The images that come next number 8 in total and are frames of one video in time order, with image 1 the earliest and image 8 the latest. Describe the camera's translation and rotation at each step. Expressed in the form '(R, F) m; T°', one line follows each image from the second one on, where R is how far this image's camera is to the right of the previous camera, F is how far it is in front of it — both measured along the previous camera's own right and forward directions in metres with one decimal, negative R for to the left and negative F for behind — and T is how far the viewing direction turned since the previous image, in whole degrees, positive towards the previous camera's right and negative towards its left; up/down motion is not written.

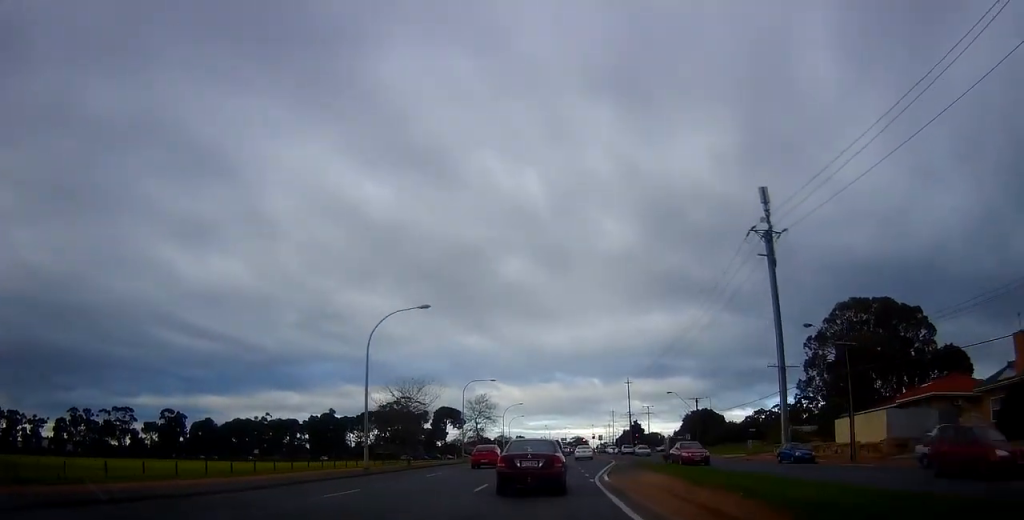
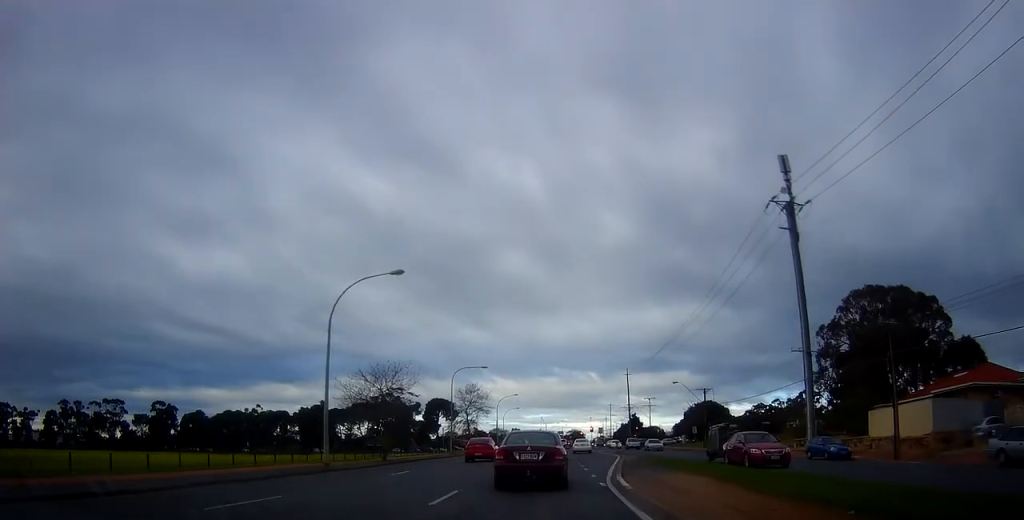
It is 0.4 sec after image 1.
(0.0, +5.9) m; +1°
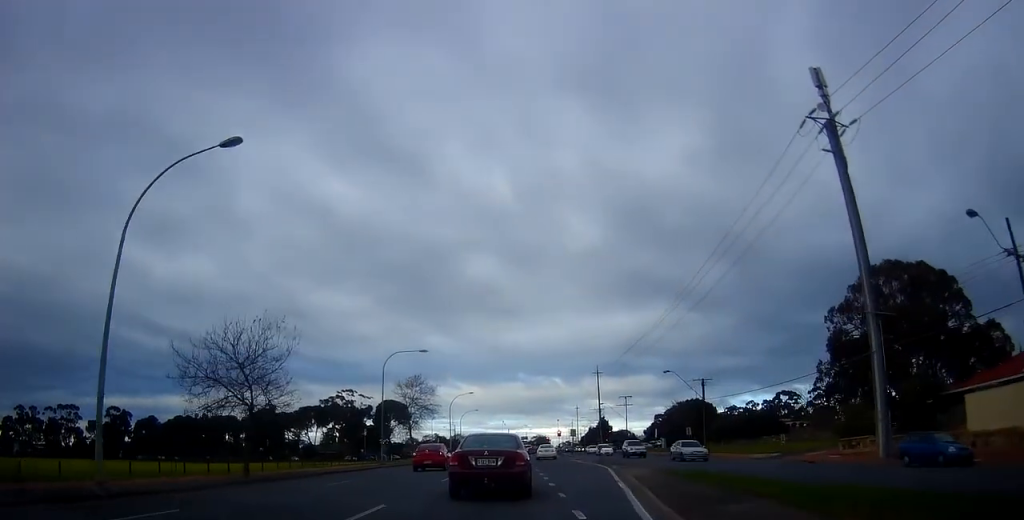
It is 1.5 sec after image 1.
(+0.3, +14.6) m; +2°
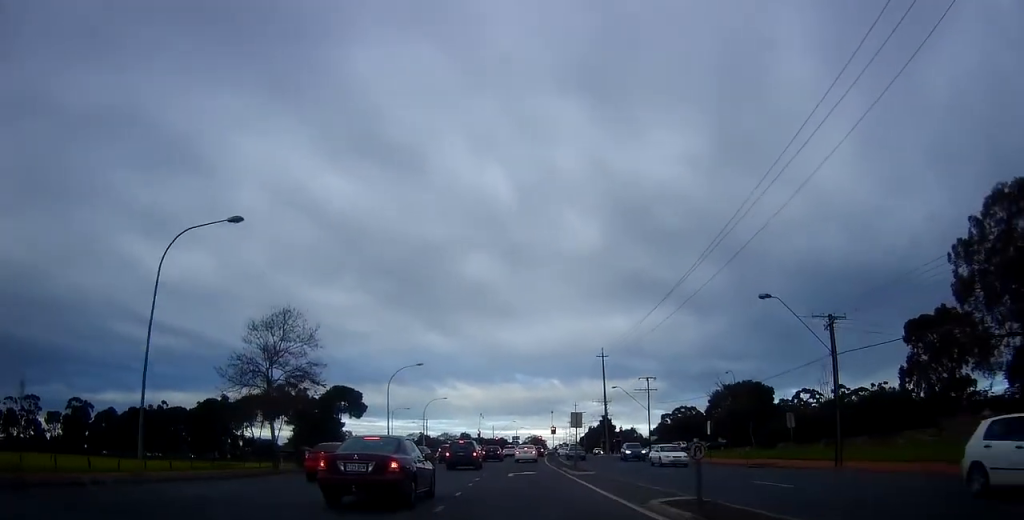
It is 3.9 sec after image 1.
(+0.5, +30.3) m; +1°
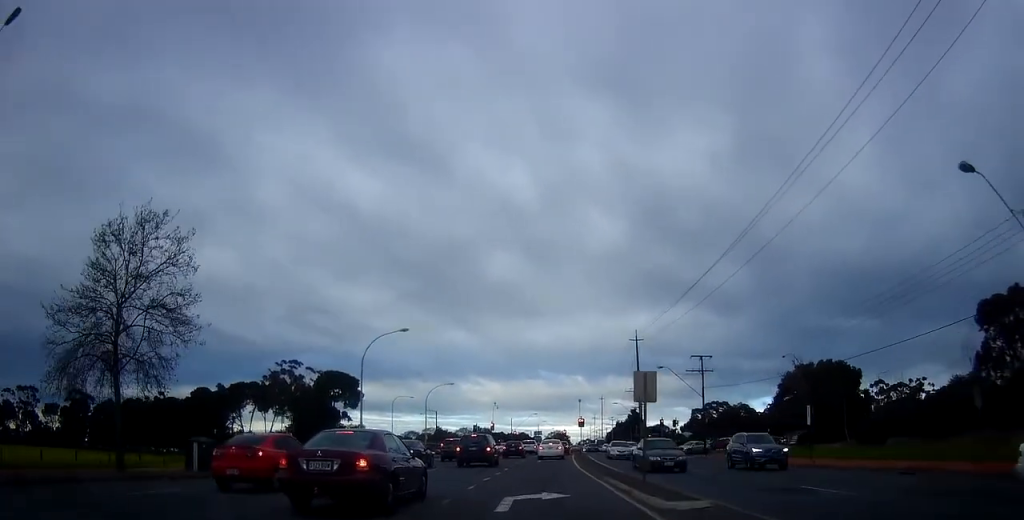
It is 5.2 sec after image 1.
(0.0, +15.3) m; -1°
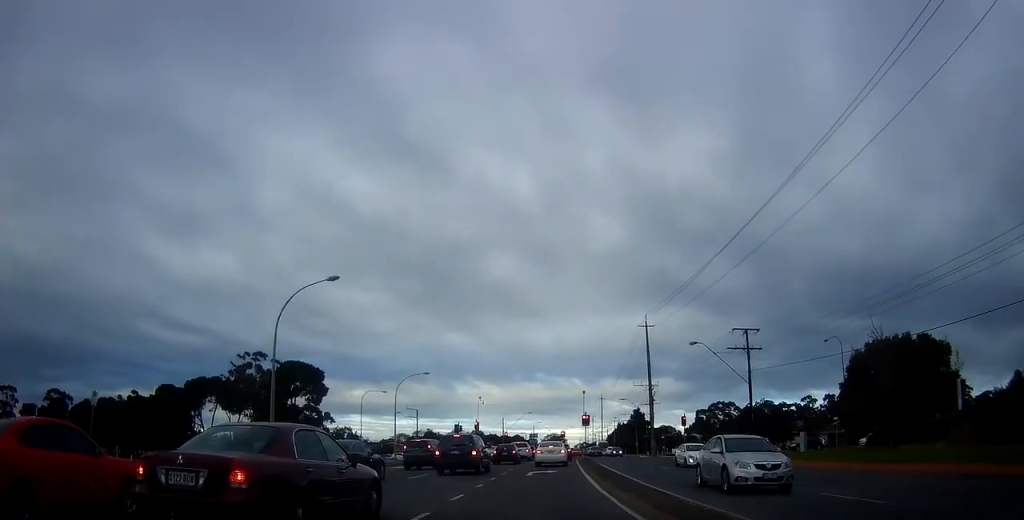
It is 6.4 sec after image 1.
(-0.3, +14.2) m; -2°
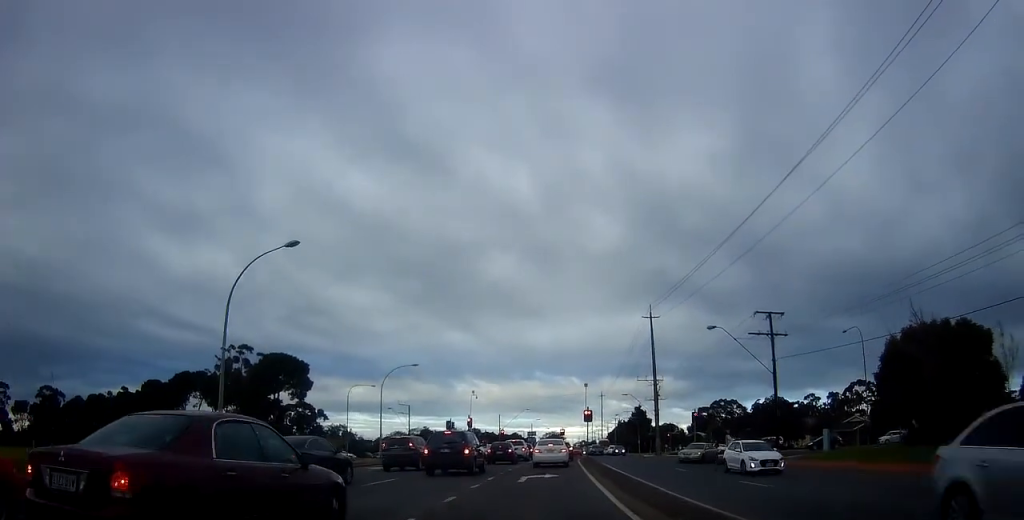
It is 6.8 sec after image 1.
(-0.2, +5.1) m; 0°
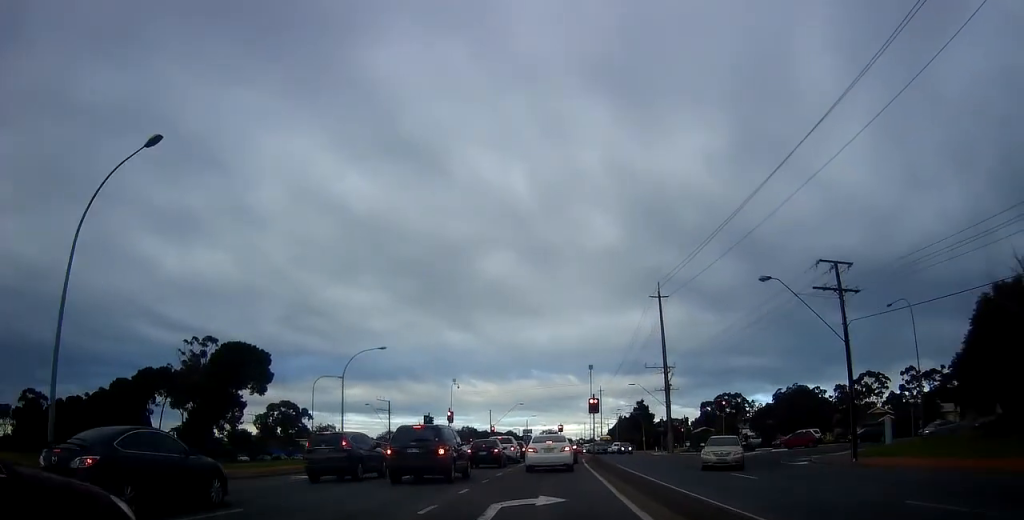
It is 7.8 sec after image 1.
(+0.4, +10.5) m; +2°
